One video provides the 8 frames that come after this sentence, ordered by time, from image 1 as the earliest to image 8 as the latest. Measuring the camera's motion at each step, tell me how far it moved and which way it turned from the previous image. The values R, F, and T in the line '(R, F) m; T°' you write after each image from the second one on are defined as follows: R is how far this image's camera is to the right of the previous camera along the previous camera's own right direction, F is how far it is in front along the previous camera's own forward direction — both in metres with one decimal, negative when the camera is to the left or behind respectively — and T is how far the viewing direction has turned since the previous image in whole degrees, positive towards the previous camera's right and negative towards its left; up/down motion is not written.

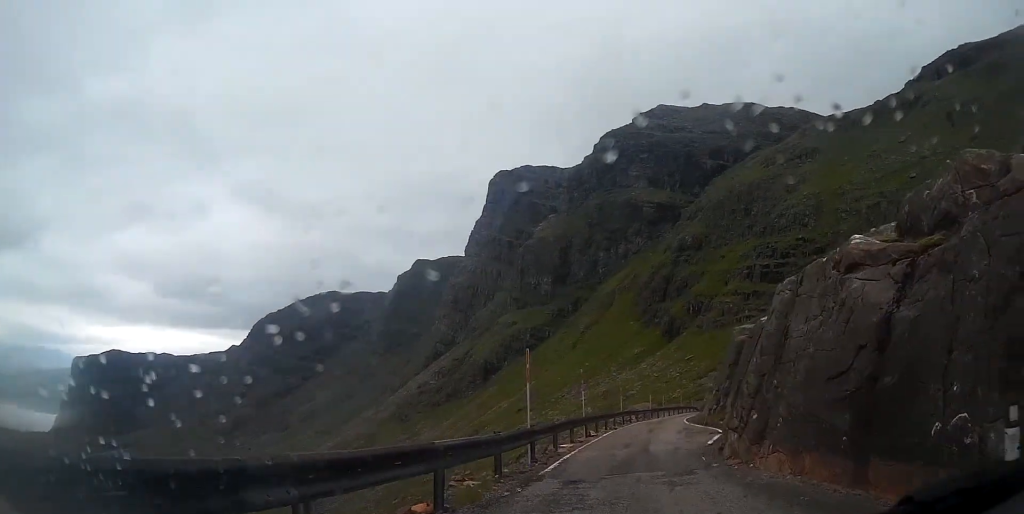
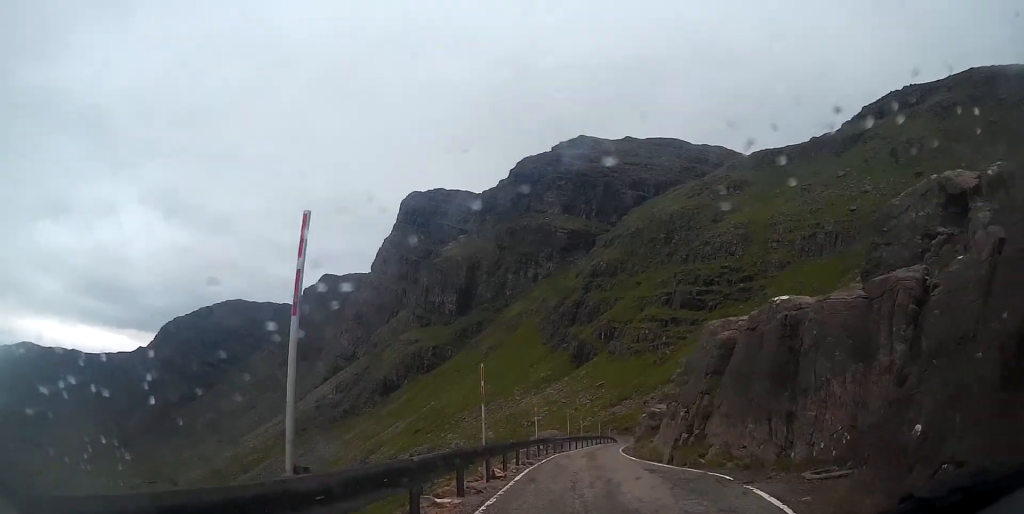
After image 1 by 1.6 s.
(+1.1, +9.6) m; +10°
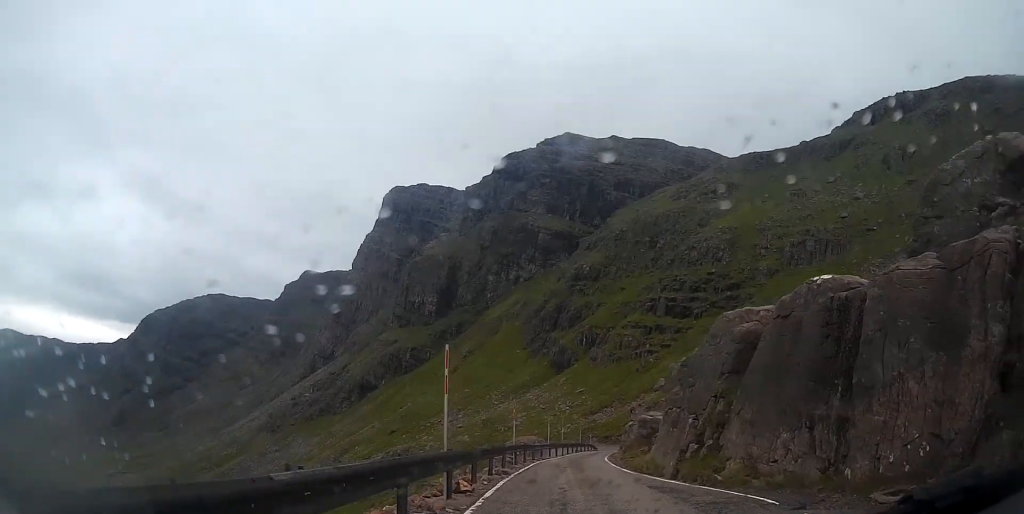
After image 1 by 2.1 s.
(0.0, +3.2) m; +2°
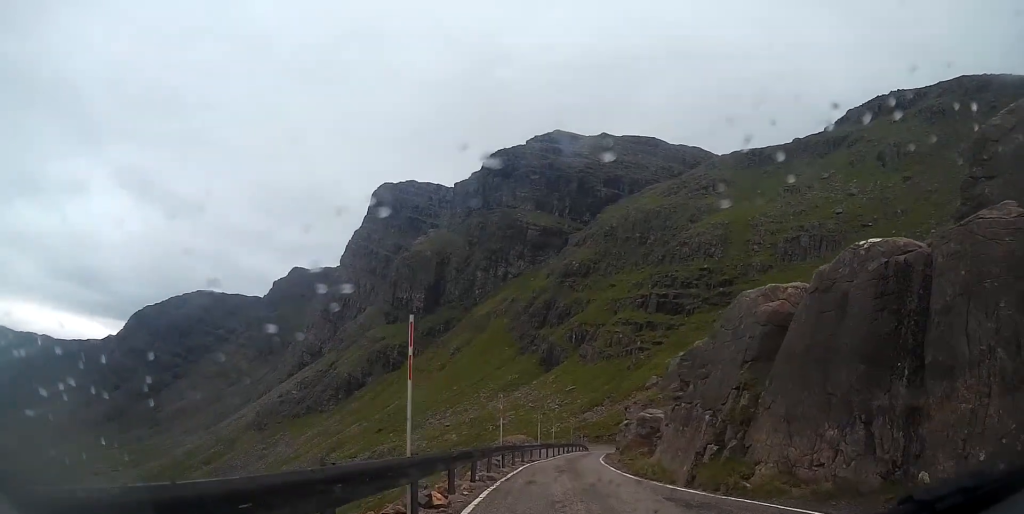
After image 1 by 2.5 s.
(0.0, +2.4) m; +1°
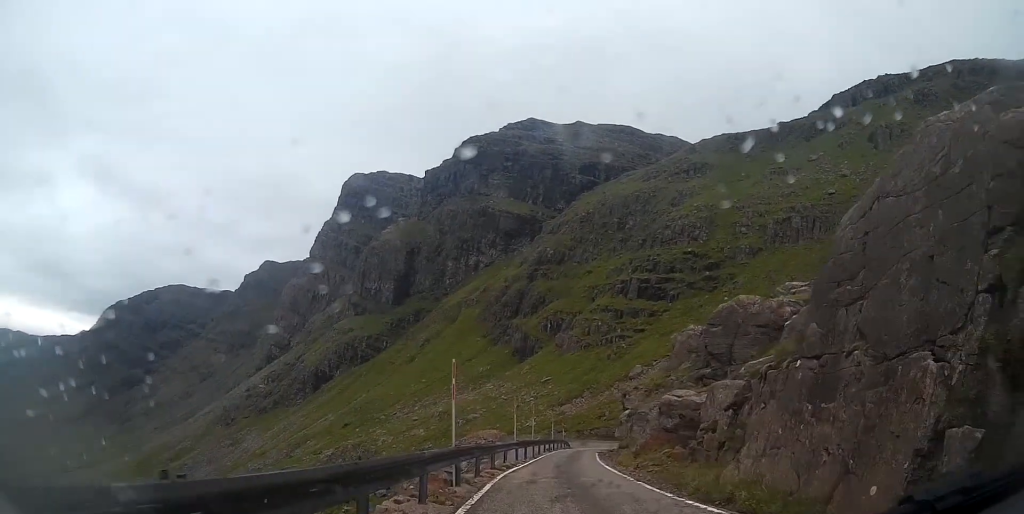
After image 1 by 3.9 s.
(+0.3, +8.4) m; +3°
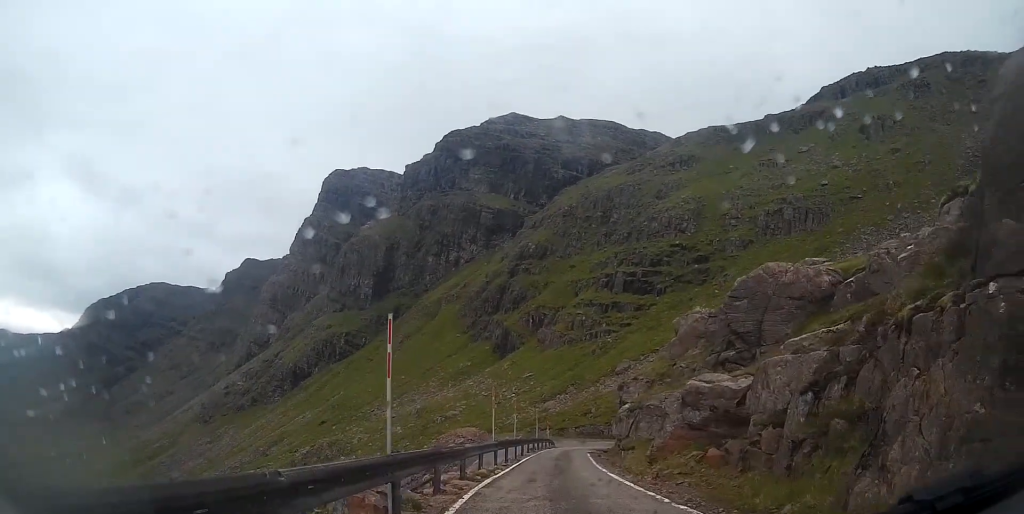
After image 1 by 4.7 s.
(0.0, +4.4) m; +1°
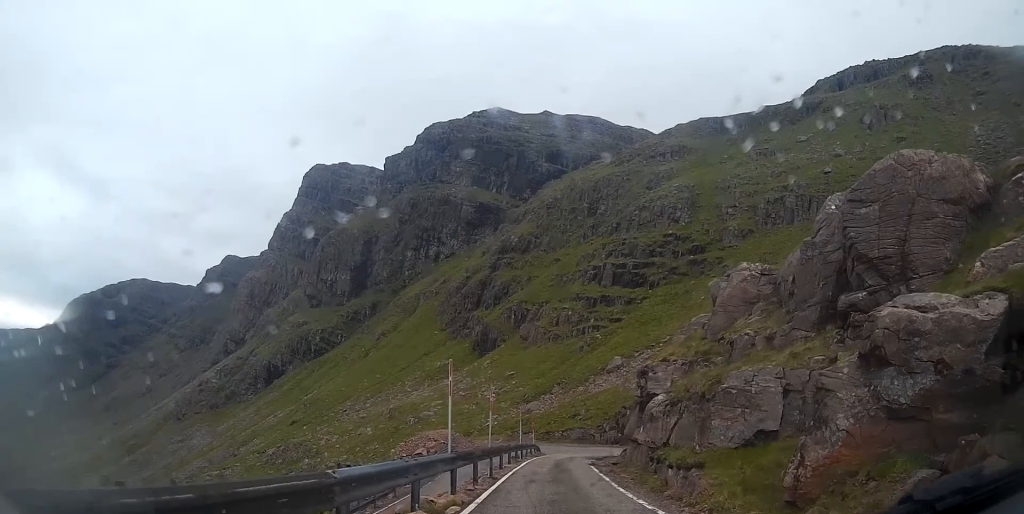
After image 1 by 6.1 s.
(+0.2, +8.3) m; +3°
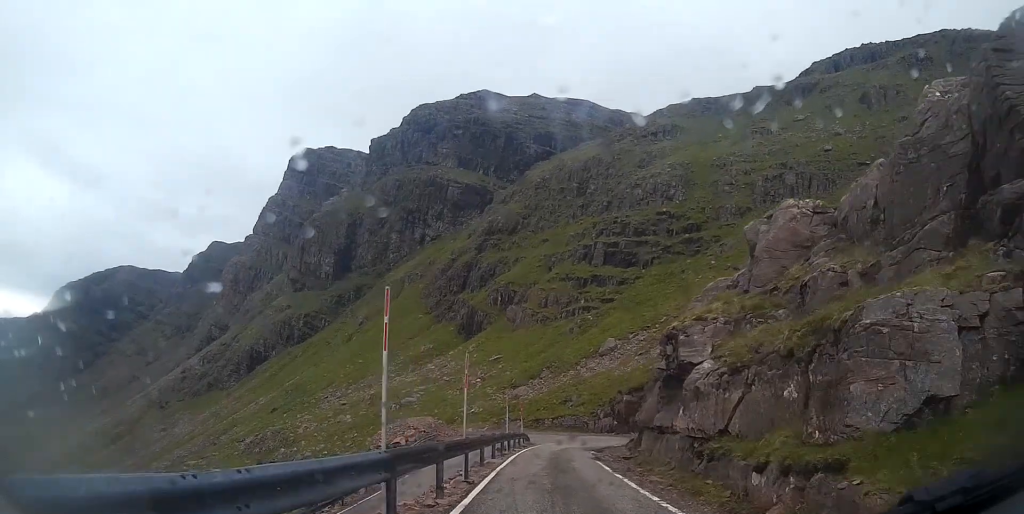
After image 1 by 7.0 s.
(+0.1, +5.0) m; +2°
